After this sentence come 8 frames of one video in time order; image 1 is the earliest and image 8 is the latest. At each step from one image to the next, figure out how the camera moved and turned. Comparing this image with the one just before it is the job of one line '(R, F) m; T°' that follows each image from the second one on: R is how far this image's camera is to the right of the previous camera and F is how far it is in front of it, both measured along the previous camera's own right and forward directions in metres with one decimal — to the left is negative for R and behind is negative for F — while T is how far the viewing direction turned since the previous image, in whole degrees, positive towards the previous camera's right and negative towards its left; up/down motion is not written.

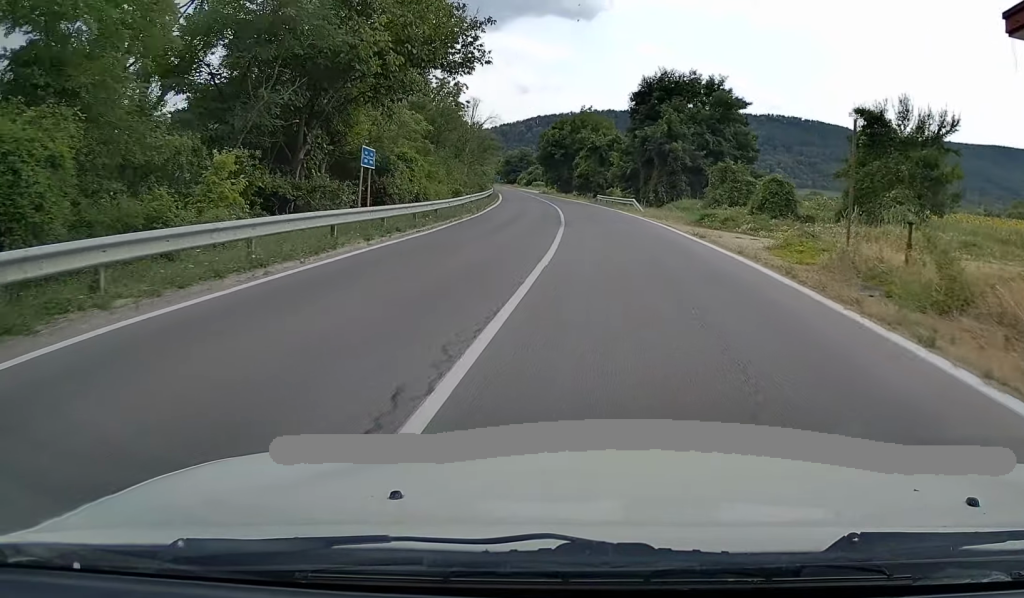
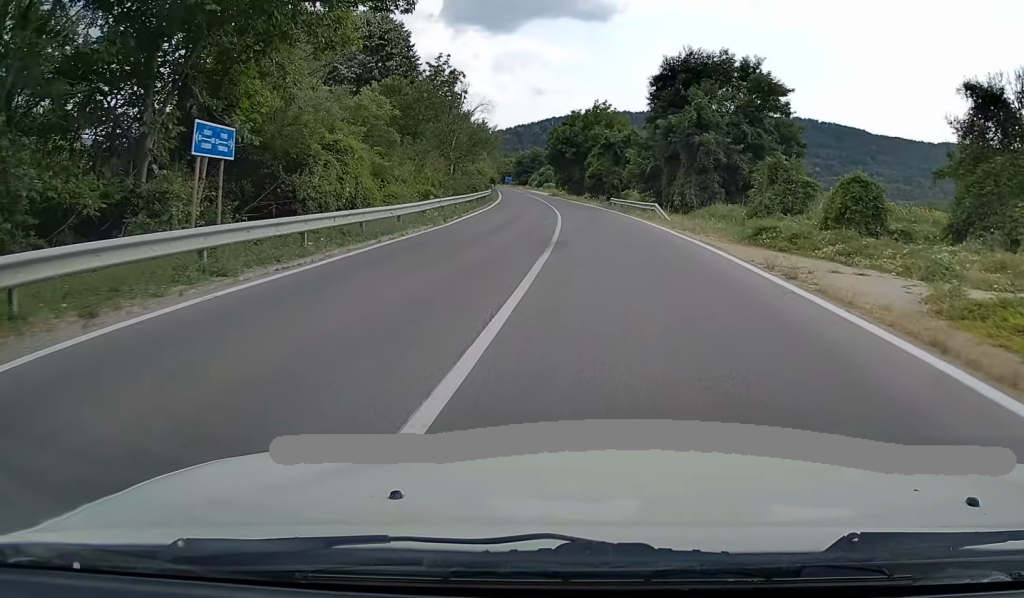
(-0.1, +9.7) m; -1°
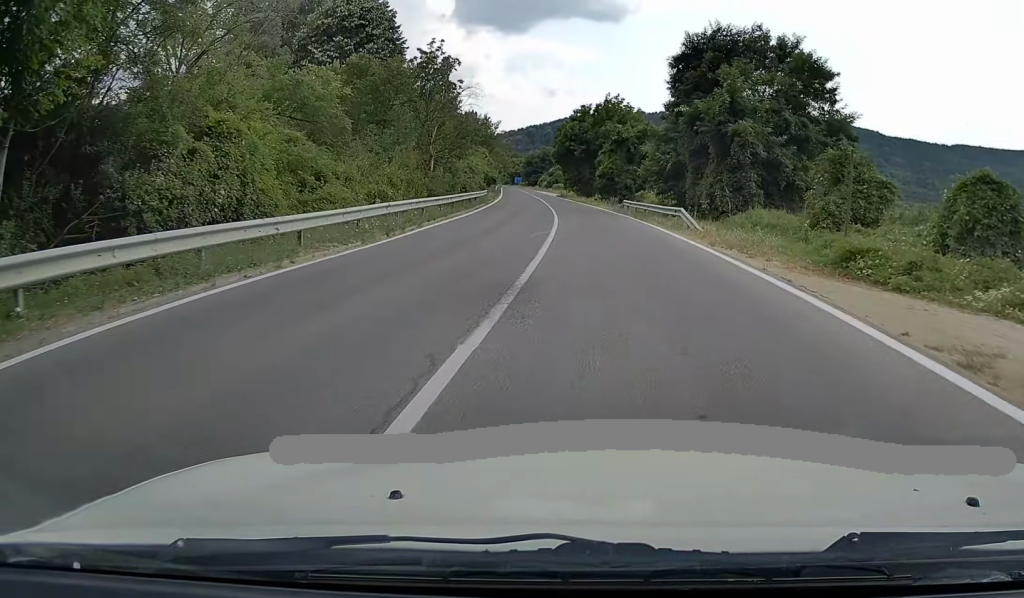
(0.0, +8.0) m; -1°
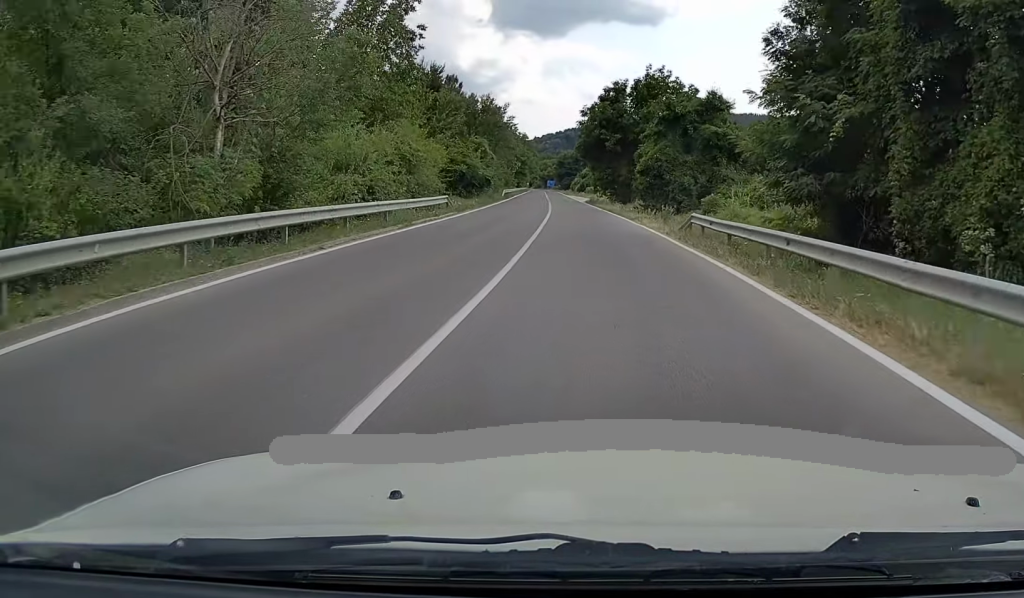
(-0.7, +24.1) m; -3°
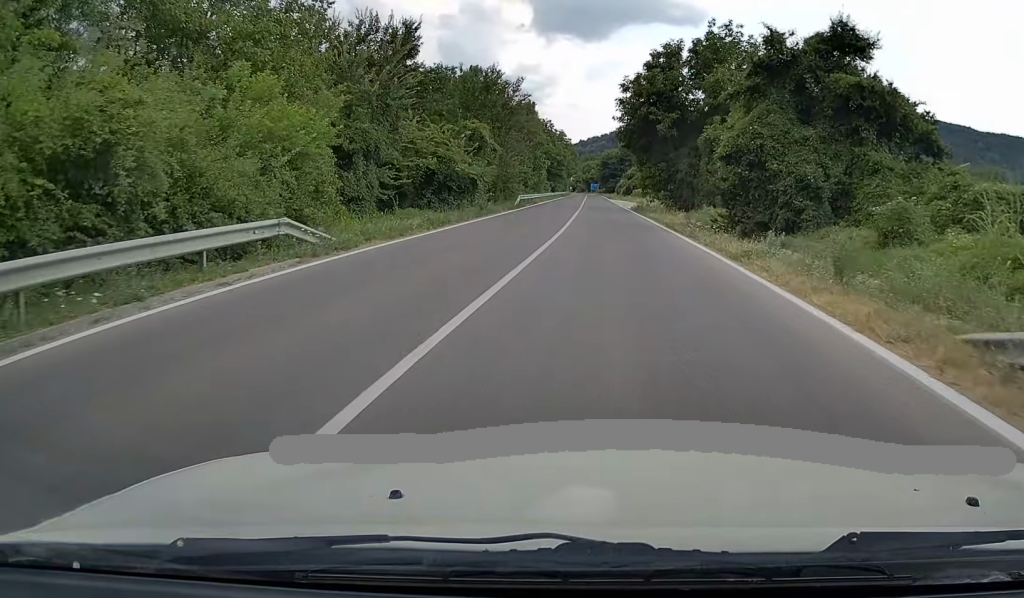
(-0.5, +20.3) m; -2°
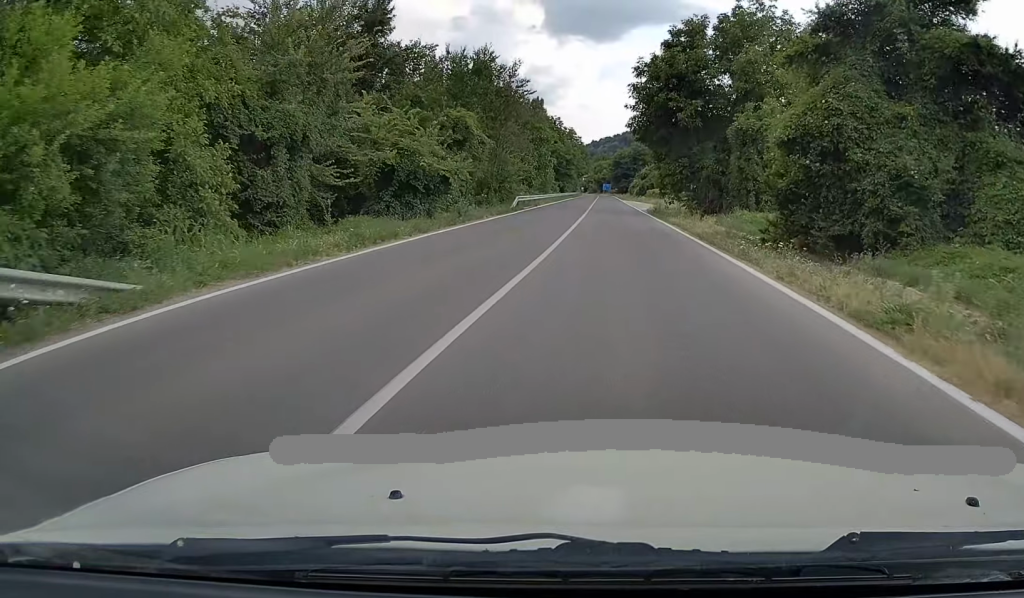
(0.0, +8.0) m; 0°
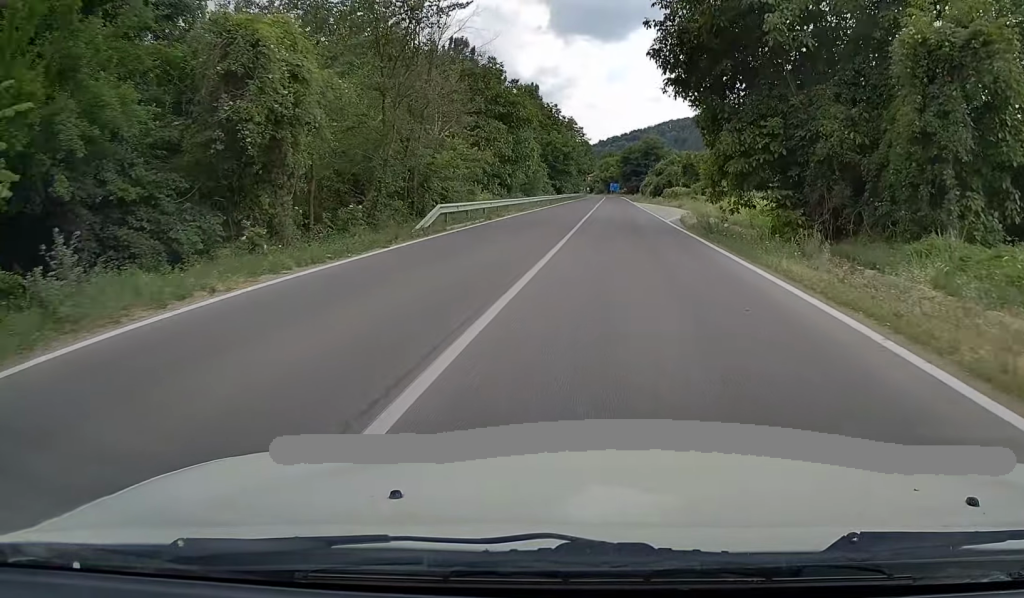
(-0.2, +23.4) m; 0°
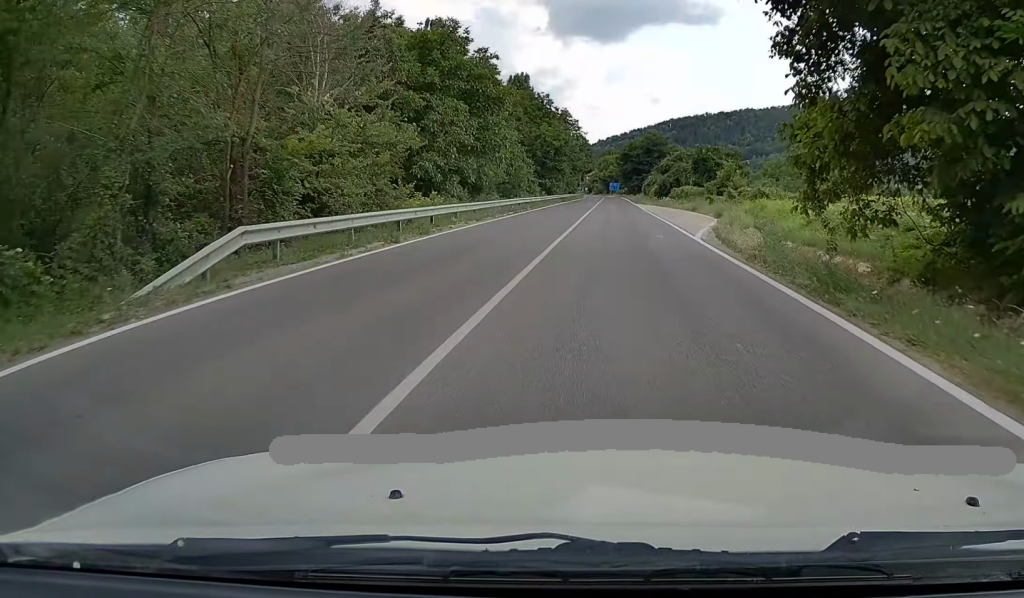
(+0.1, +13.5) m; 0°
